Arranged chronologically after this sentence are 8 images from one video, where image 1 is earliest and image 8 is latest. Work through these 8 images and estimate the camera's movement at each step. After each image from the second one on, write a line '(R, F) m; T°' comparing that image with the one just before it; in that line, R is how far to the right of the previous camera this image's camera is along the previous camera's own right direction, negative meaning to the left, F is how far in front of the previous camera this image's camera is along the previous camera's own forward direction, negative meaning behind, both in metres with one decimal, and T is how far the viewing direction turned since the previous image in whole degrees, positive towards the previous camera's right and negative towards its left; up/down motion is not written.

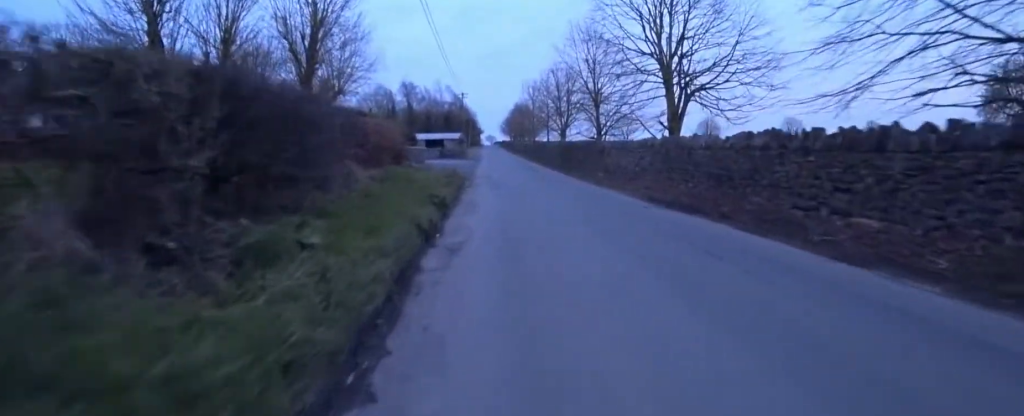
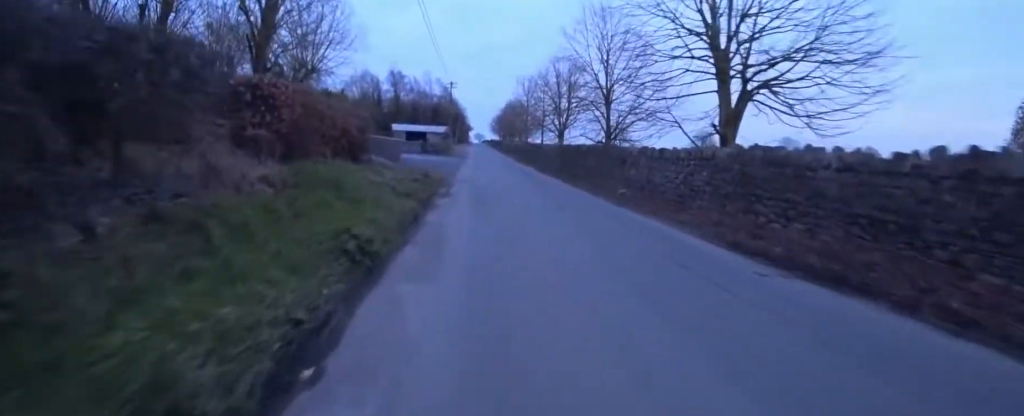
(0.0, +4.8) m; 0°
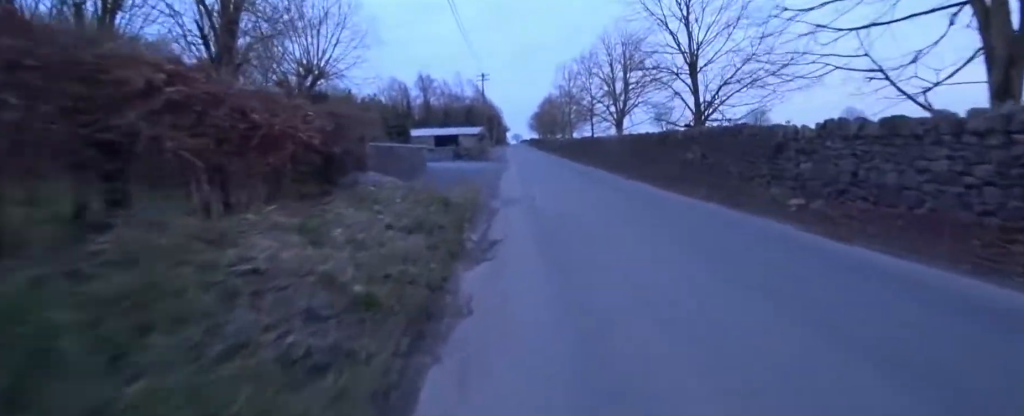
(0.0, +6.0) m; 0°
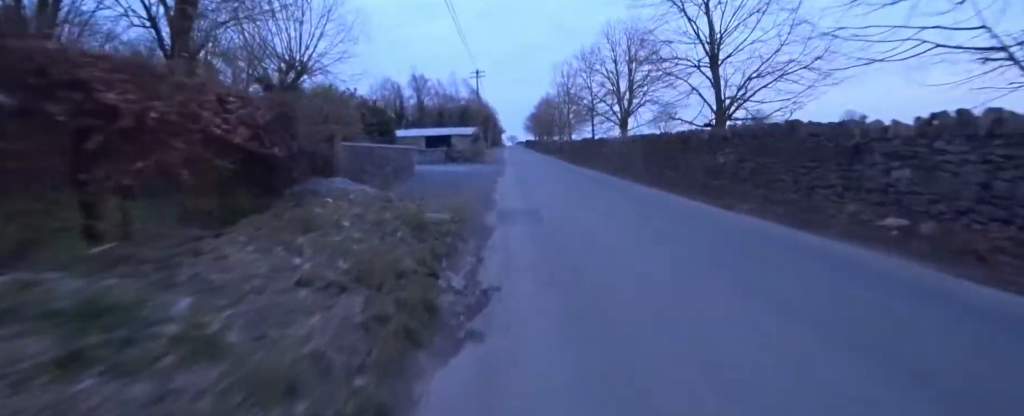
(0.0, +2.1) m; 0°
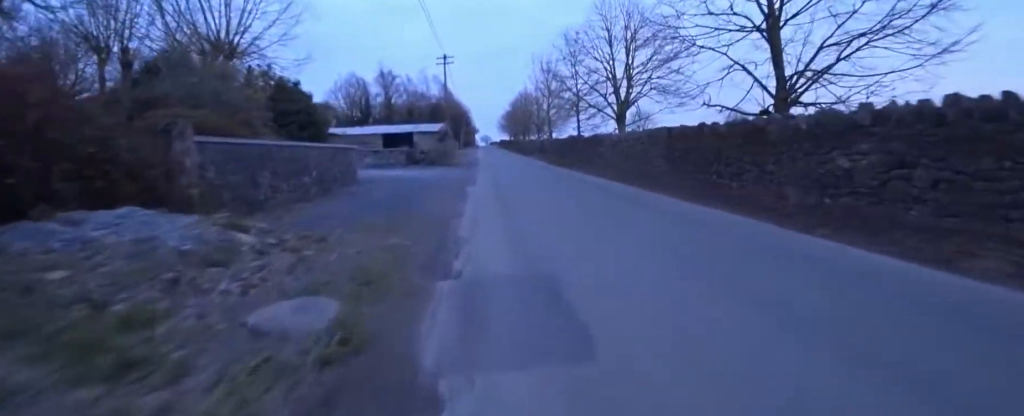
(0.0, +4.9) m; 0°
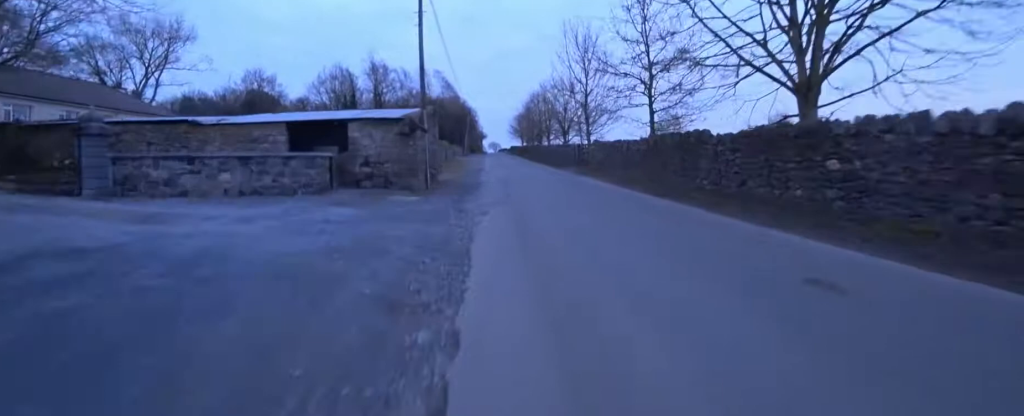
(0.0, +13.1) m; 0°
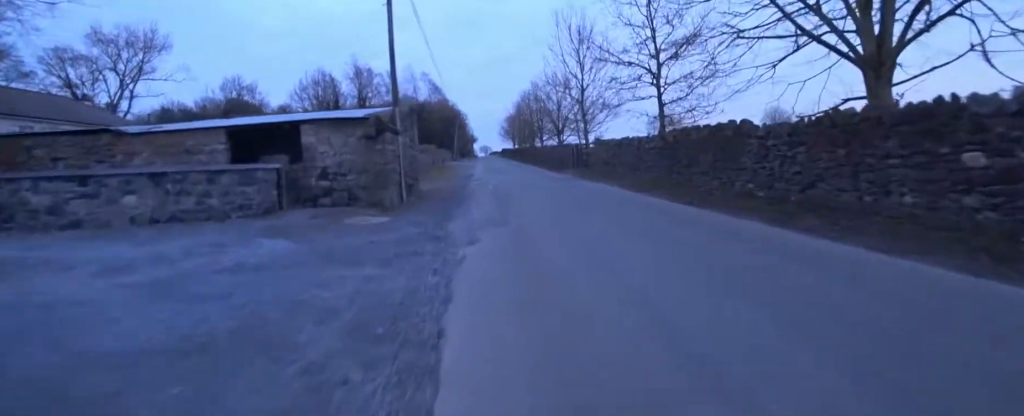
(0.0, +2.4) m; 0°
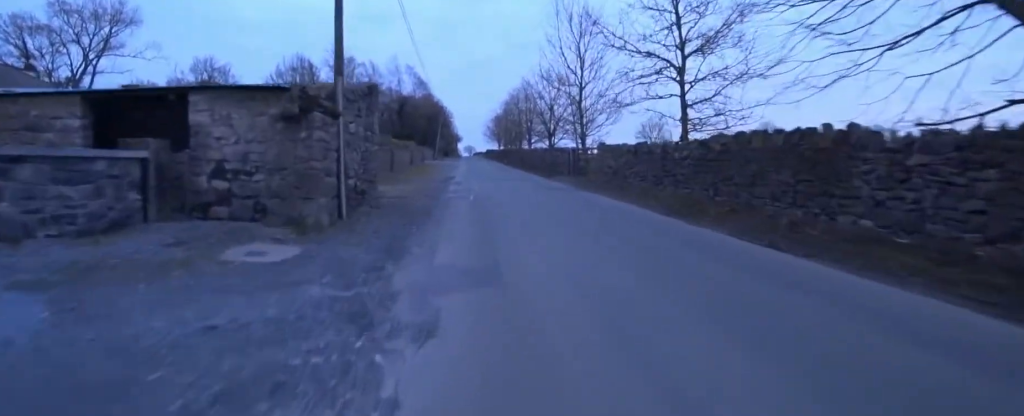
(0.0, +3.3) m; -2°
